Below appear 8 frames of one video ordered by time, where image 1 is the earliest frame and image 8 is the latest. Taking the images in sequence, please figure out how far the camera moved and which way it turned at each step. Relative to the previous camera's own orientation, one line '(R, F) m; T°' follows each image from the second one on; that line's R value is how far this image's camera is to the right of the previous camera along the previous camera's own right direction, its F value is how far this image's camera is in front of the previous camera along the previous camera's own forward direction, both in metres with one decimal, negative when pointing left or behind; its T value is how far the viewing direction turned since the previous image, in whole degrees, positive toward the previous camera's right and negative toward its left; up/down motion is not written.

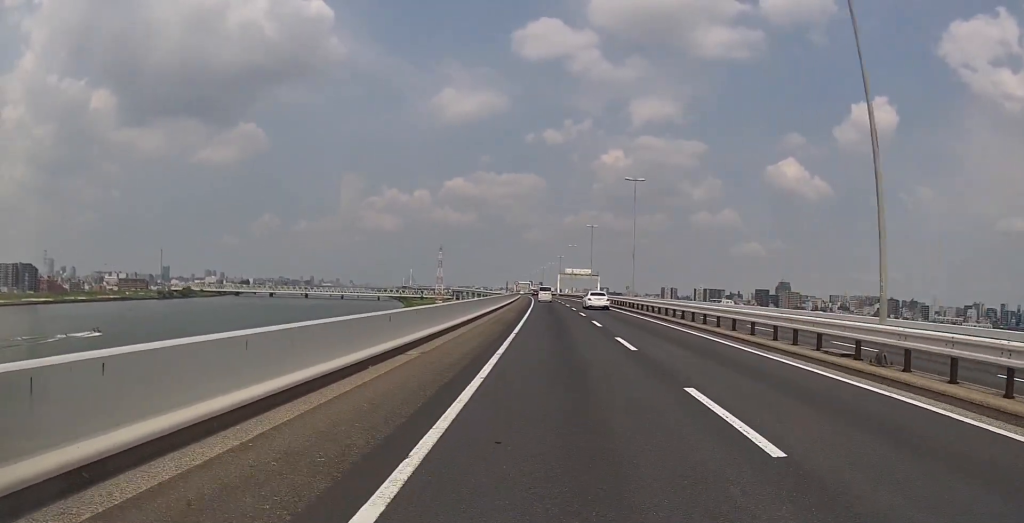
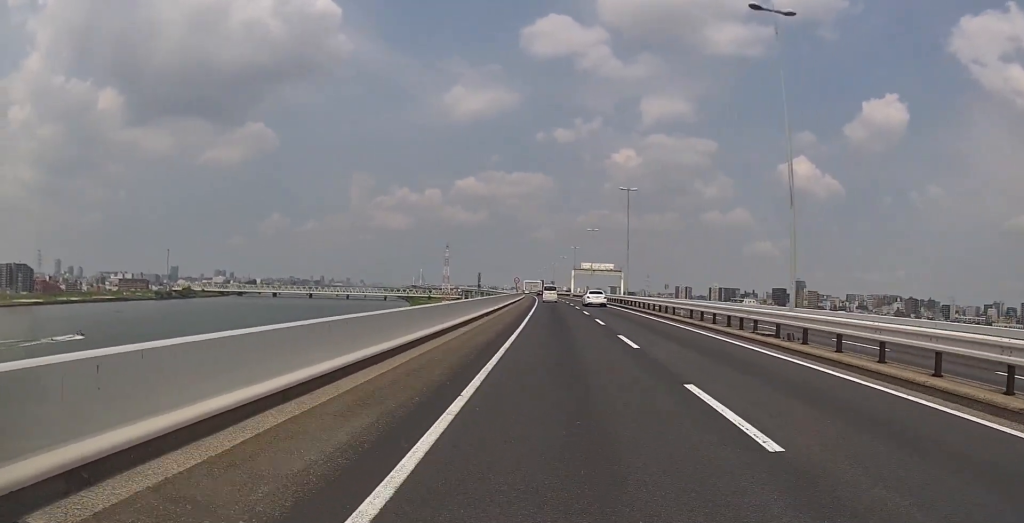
(0.0, +30.2) m; 0°
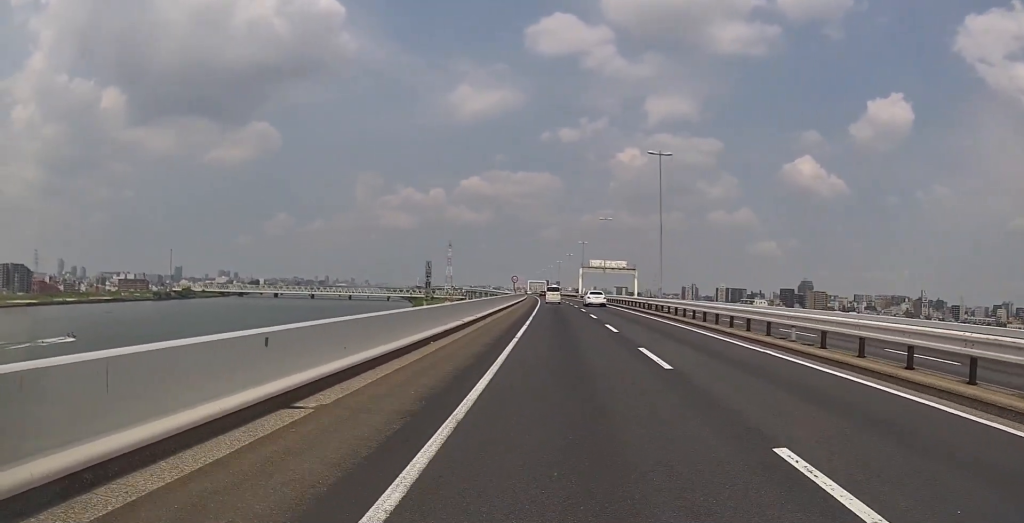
(0.0, +14.3) m; 0°
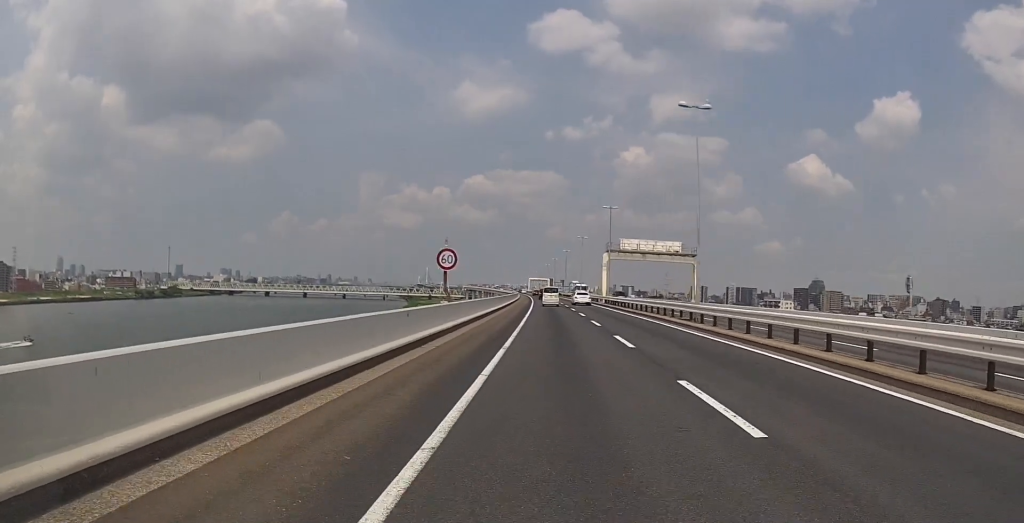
(0.0, +46.3) m; -1°
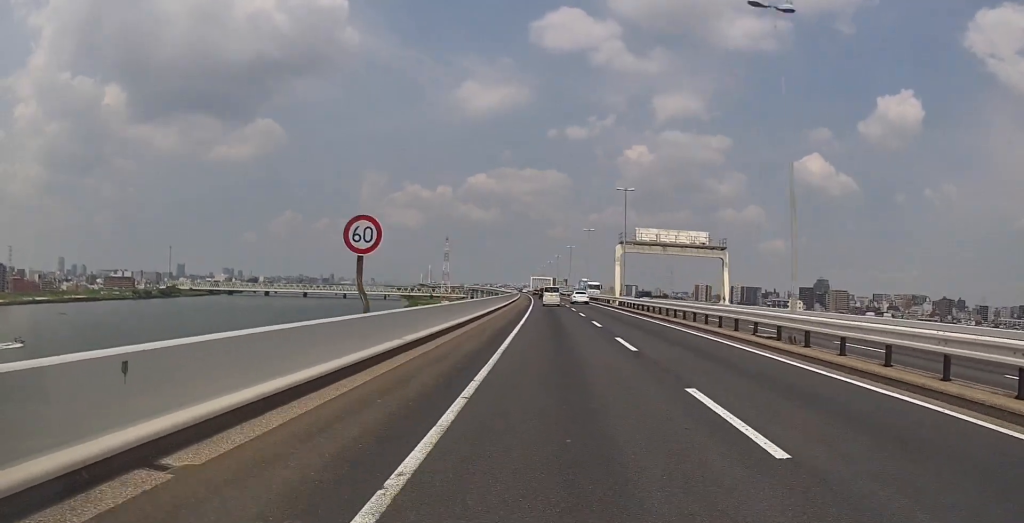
(+0.1, +10.9) m; -1°
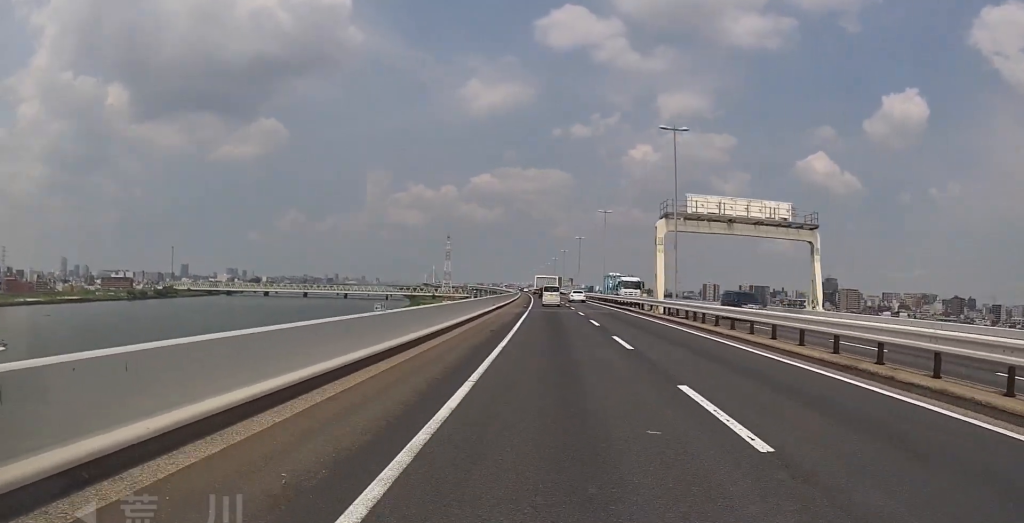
(-0.6, +20.7) m; -2°
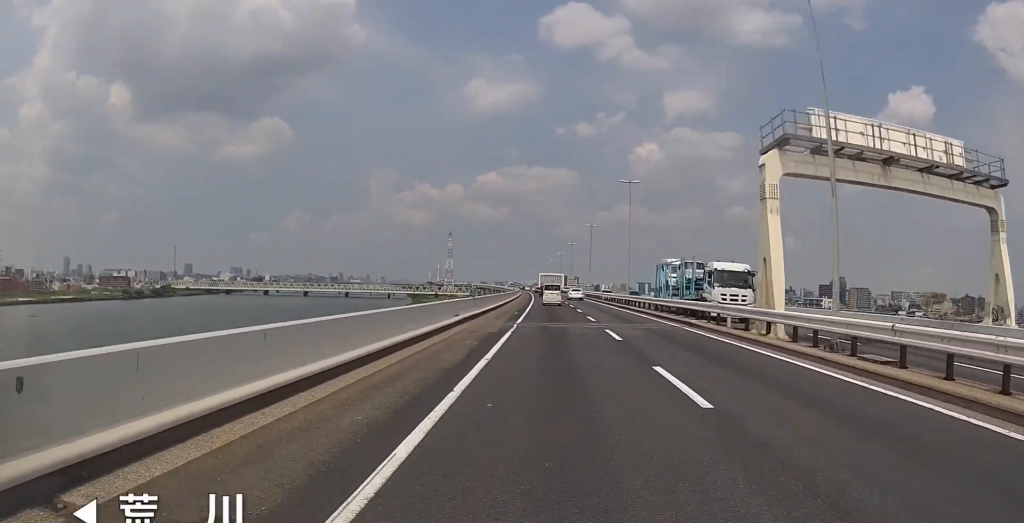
(-0.4, +18.1) m; -1°
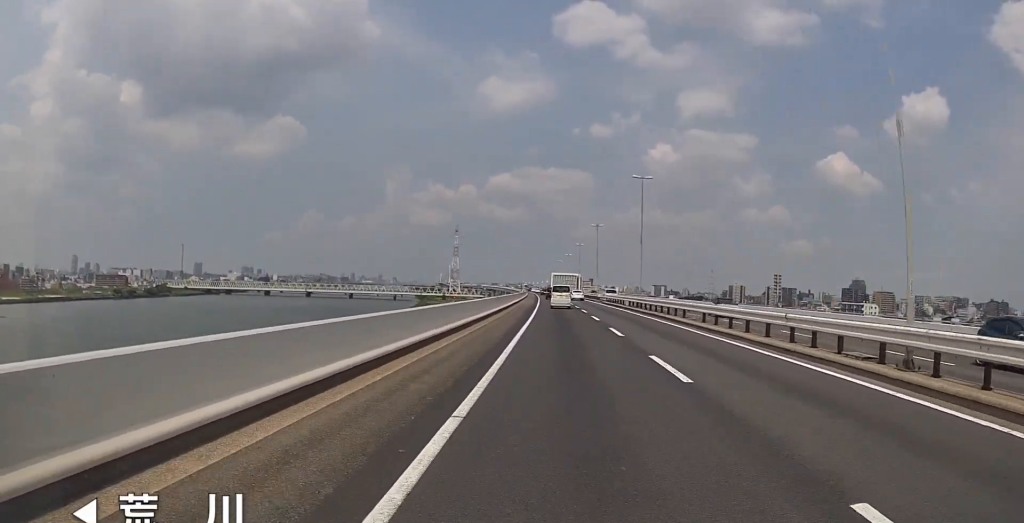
(+0.2, +39.1) m; 0°
